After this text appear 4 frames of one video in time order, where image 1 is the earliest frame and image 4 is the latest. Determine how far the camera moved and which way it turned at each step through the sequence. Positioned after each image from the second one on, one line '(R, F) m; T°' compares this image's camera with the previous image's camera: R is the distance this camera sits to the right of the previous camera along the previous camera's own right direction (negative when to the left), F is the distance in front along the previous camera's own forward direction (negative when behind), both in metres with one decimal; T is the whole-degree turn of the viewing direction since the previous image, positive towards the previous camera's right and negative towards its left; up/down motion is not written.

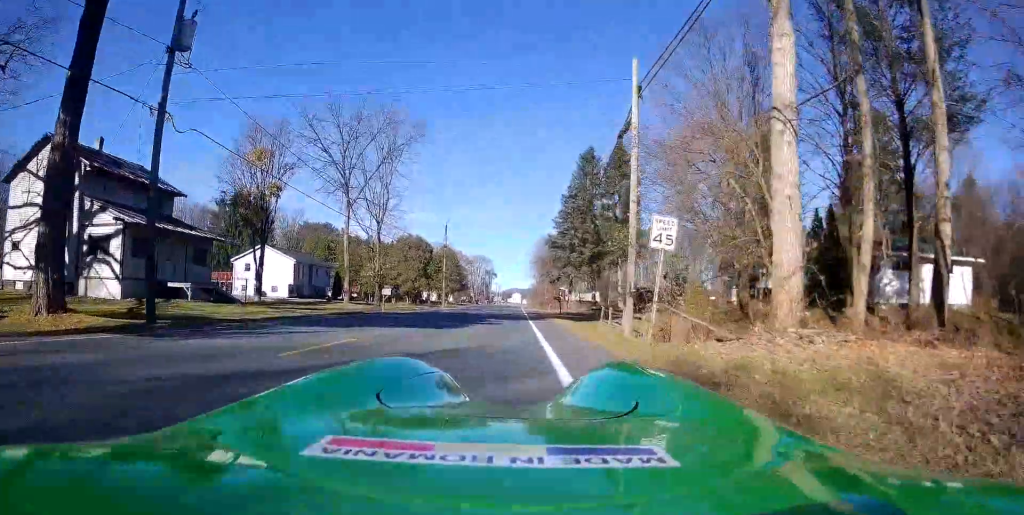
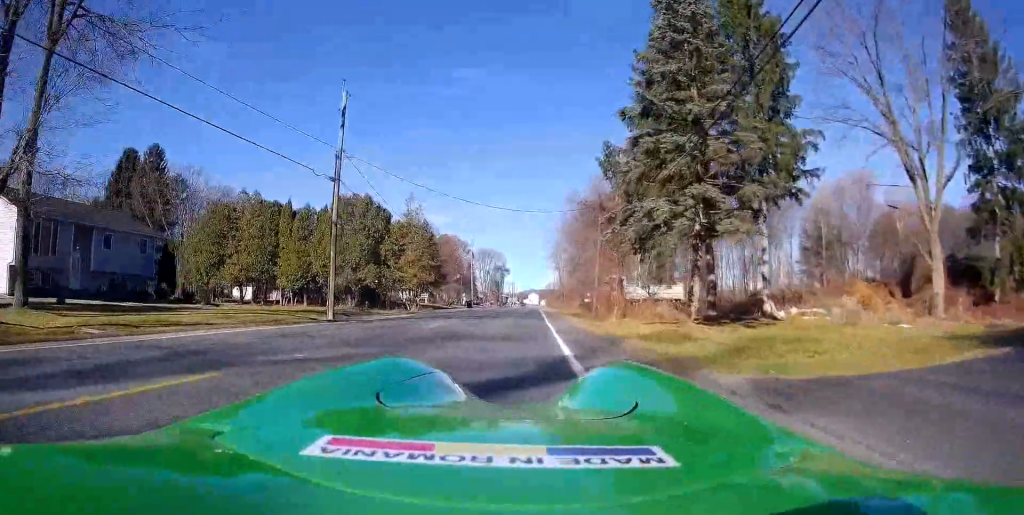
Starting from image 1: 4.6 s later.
(+3.7, +43.2) m; +6°
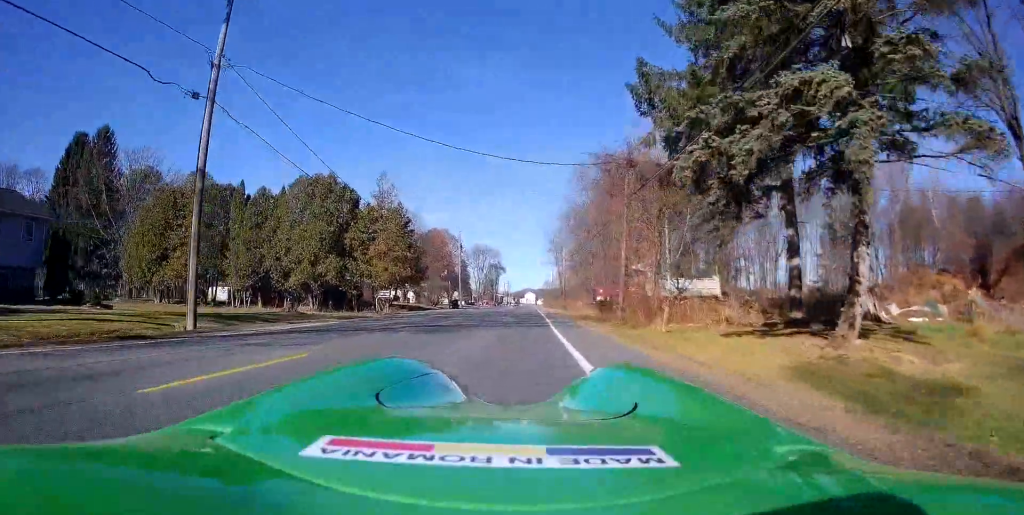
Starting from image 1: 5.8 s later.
(0.0, +11.1) m; -2°
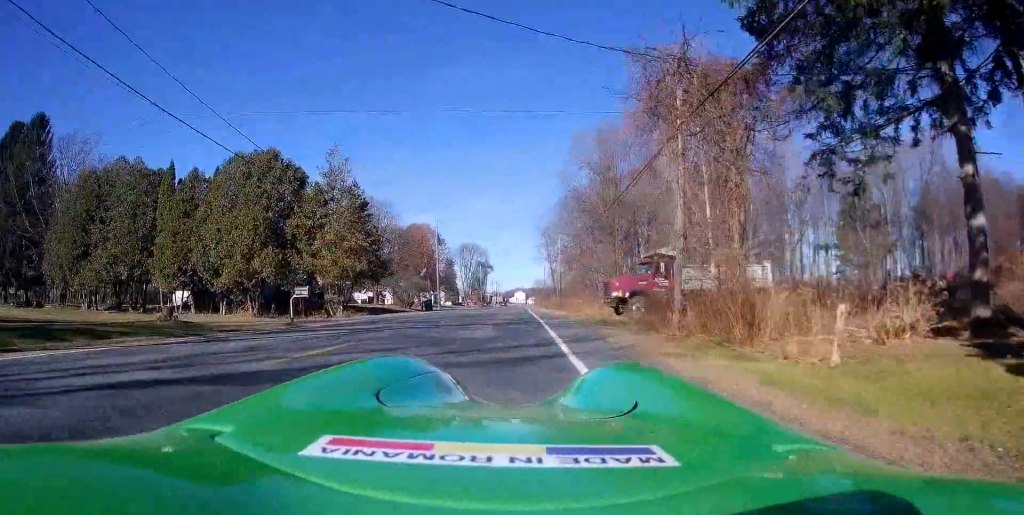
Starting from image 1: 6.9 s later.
(-0.3, +11.1) m; -3°
